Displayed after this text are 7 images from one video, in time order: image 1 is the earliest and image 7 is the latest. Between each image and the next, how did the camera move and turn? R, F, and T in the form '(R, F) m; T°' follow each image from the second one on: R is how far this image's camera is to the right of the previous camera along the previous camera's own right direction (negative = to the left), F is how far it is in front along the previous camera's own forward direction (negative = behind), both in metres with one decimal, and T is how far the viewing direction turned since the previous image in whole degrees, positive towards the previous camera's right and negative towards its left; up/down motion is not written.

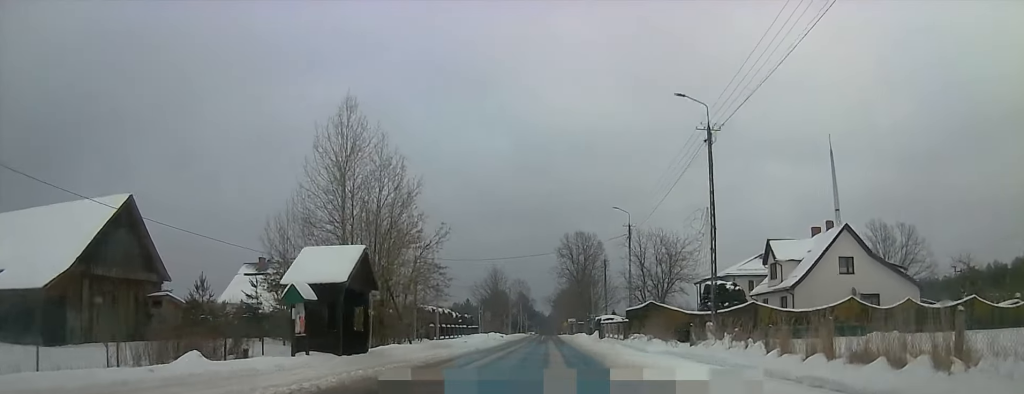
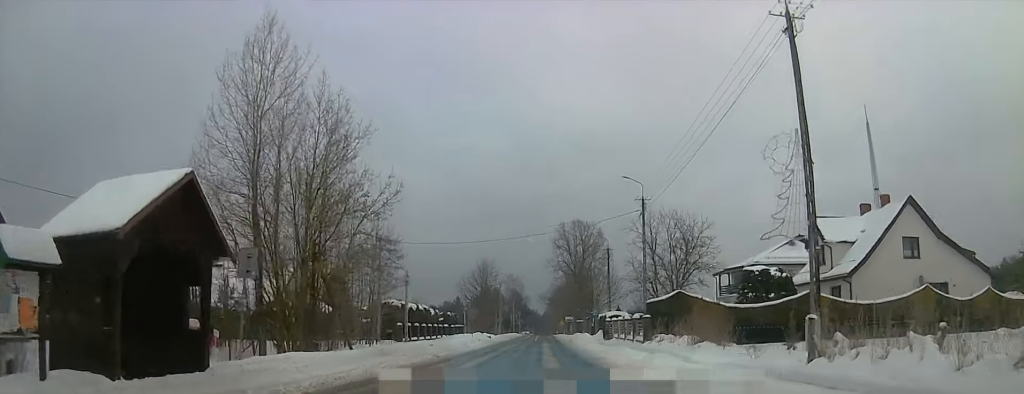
(-0.1, +11.4) m; -2°
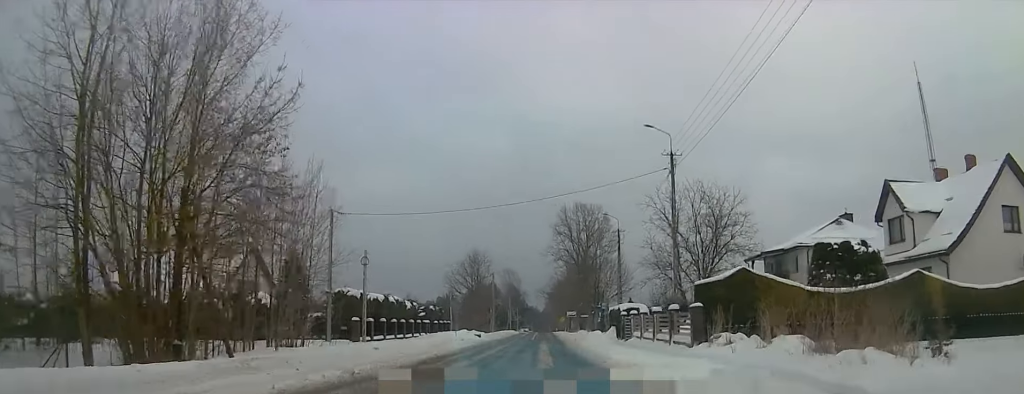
(-0.5, +11.5) m; 0°
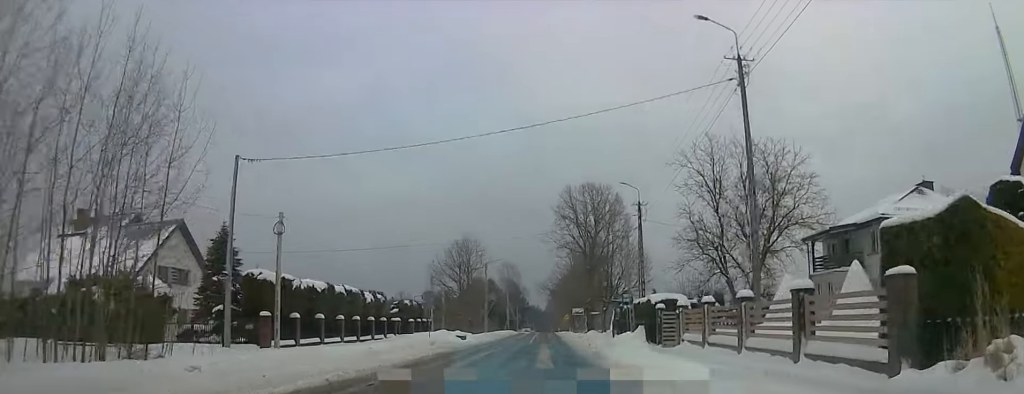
(+0.6, +13.6) m; 0°
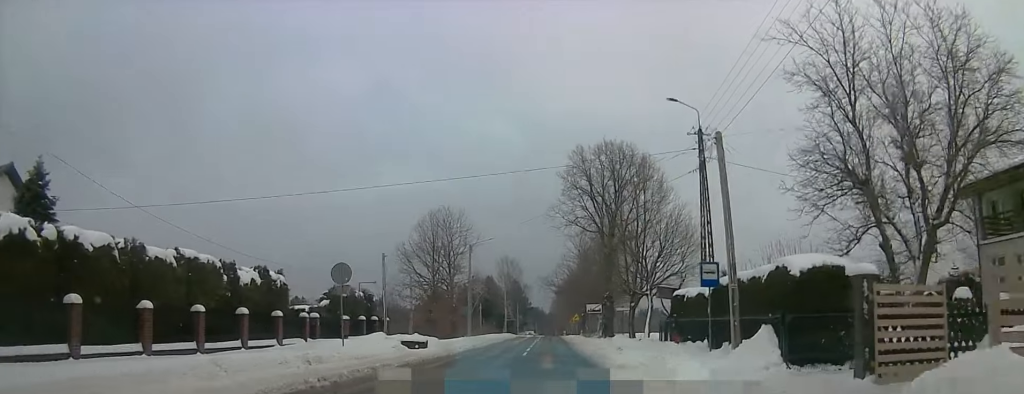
(-0.2, +18.9) m; 0°
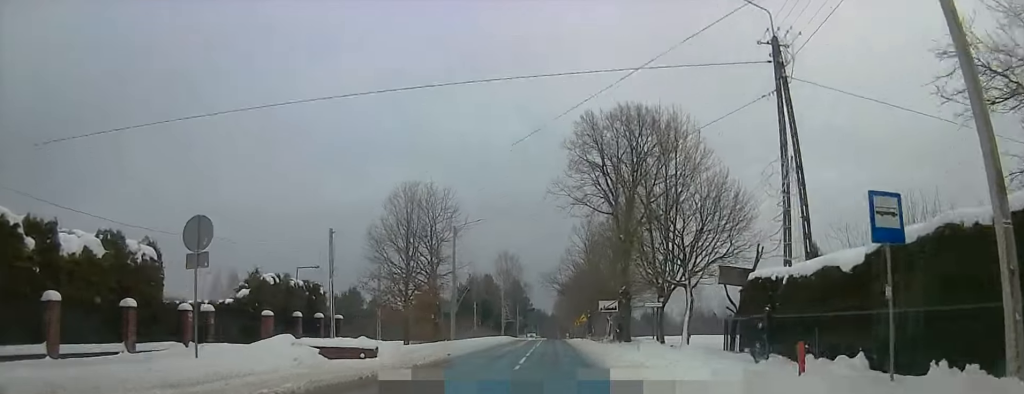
(0.0, +10.6) m; 0°
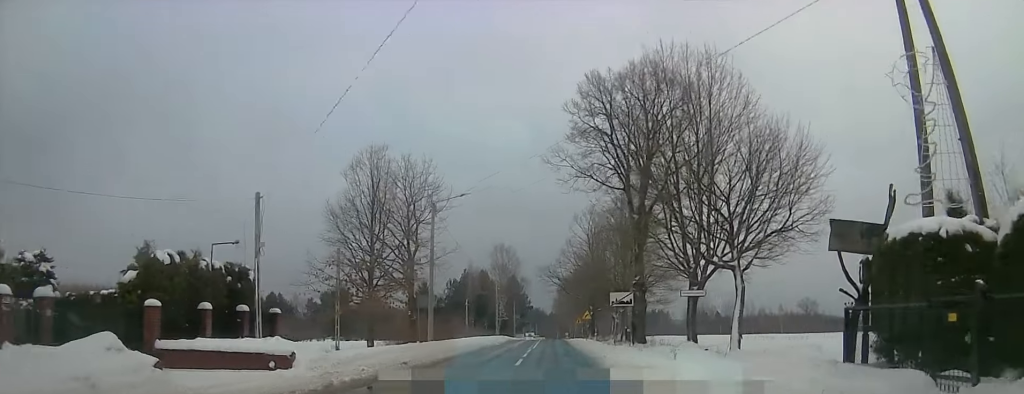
(-0.5, +8.0) m; 0°
